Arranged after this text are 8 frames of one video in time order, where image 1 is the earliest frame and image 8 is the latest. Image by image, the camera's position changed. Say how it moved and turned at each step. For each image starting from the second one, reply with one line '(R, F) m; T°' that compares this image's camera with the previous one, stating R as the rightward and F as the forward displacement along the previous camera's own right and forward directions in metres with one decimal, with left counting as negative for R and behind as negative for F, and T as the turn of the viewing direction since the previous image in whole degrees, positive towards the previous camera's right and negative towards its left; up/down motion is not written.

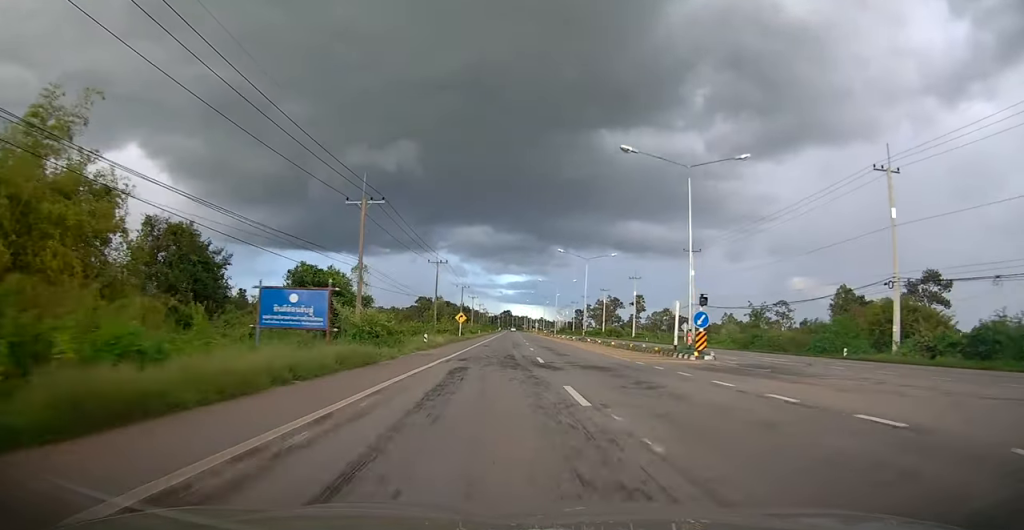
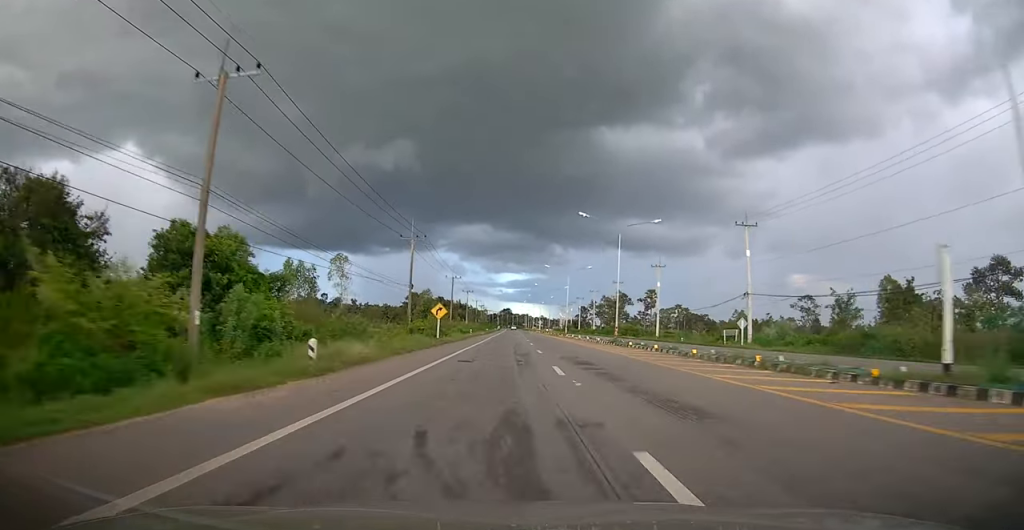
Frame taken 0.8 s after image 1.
(-0.1, +18.5) m; 0°
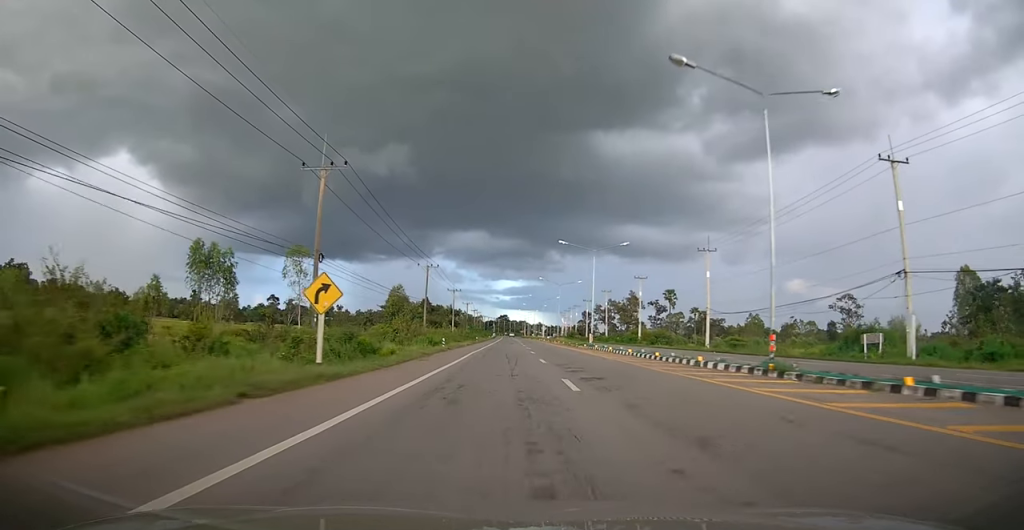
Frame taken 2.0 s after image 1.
(0.0, +25.9) m; 0°
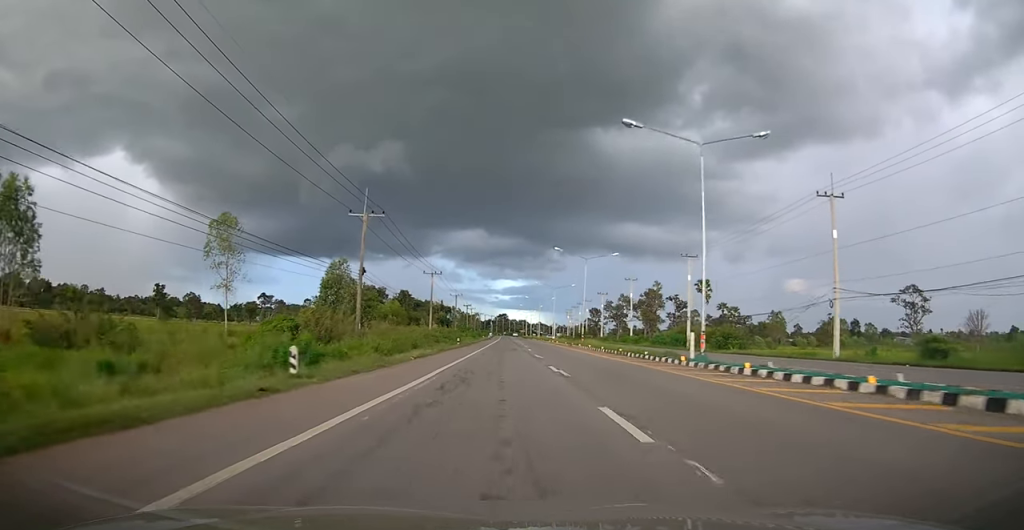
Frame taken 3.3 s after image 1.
(0.0, +29.6) m; 0°
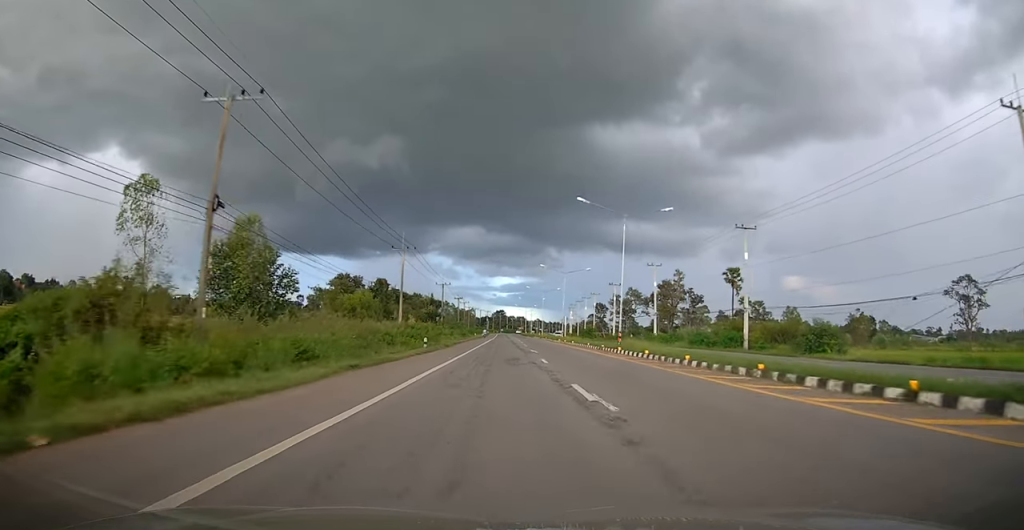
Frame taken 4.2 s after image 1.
(+0.1, +19.9) m; +1°
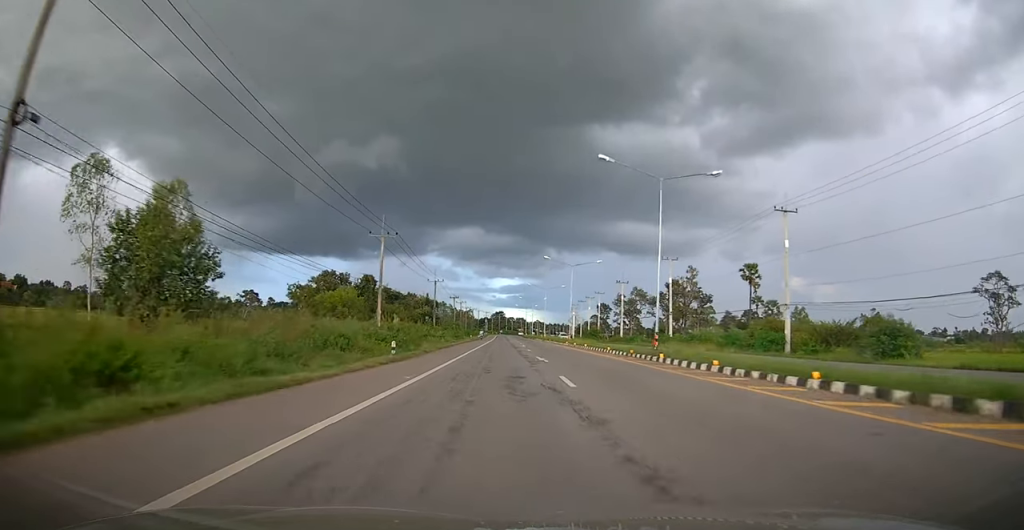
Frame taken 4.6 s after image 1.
(-0.2, +9.2) m; +1°
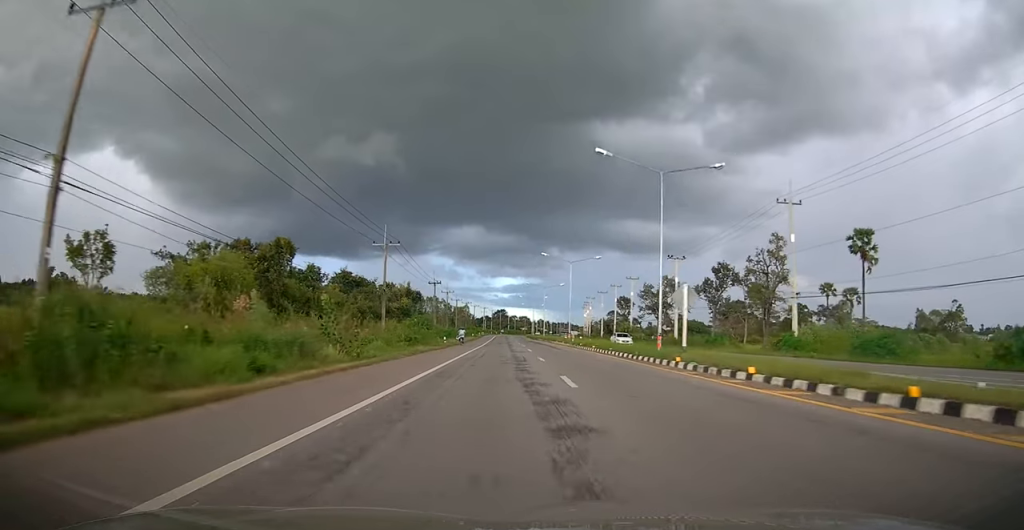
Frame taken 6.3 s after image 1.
(+0.3, +36.9) m; -1°
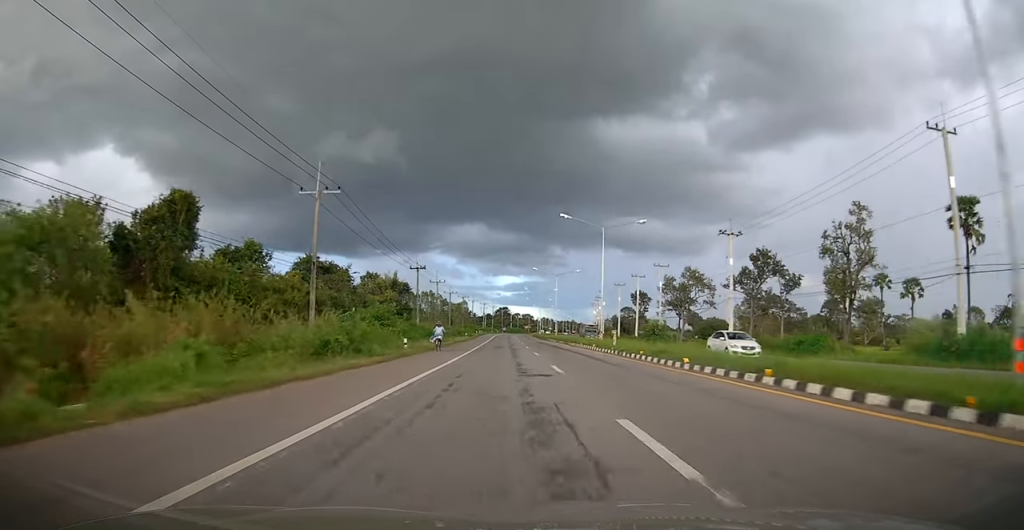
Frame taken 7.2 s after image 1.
(-0.3, +19.5) m; -1°
